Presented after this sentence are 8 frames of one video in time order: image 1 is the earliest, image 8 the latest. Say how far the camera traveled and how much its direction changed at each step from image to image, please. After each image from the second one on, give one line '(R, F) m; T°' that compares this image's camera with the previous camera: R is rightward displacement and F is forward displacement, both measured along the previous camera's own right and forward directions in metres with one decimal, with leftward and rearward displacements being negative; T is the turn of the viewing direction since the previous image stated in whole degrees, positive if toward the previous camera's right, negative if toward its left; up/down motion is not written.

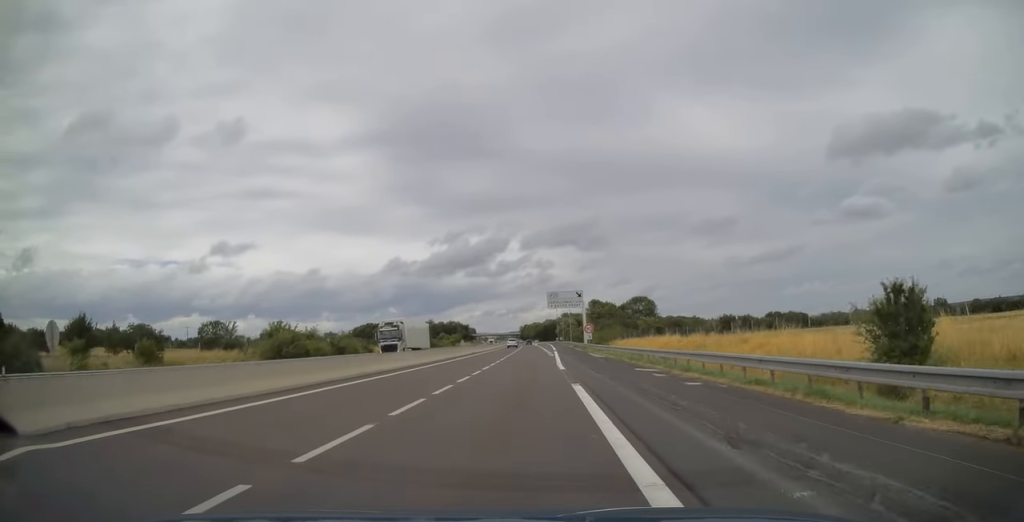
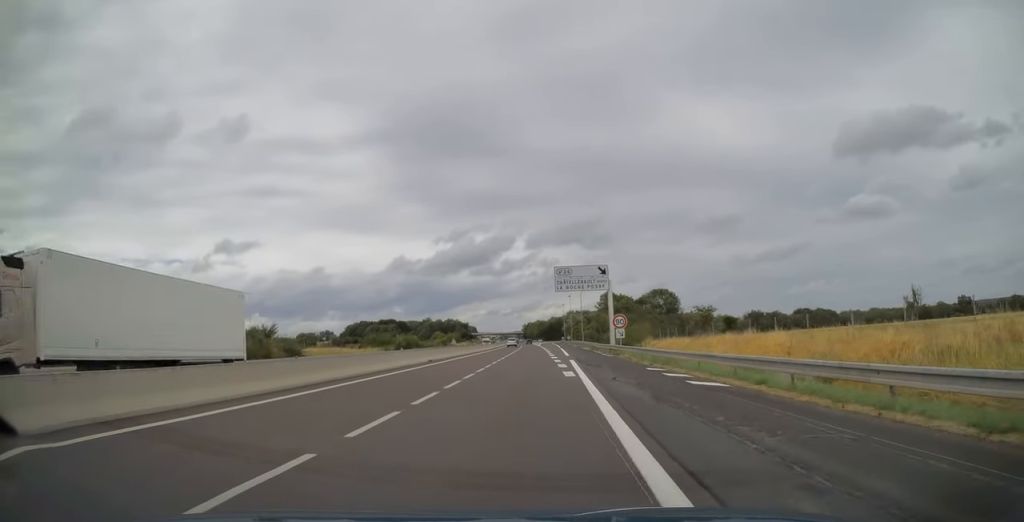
(-0.1, +28.9) m; 0°
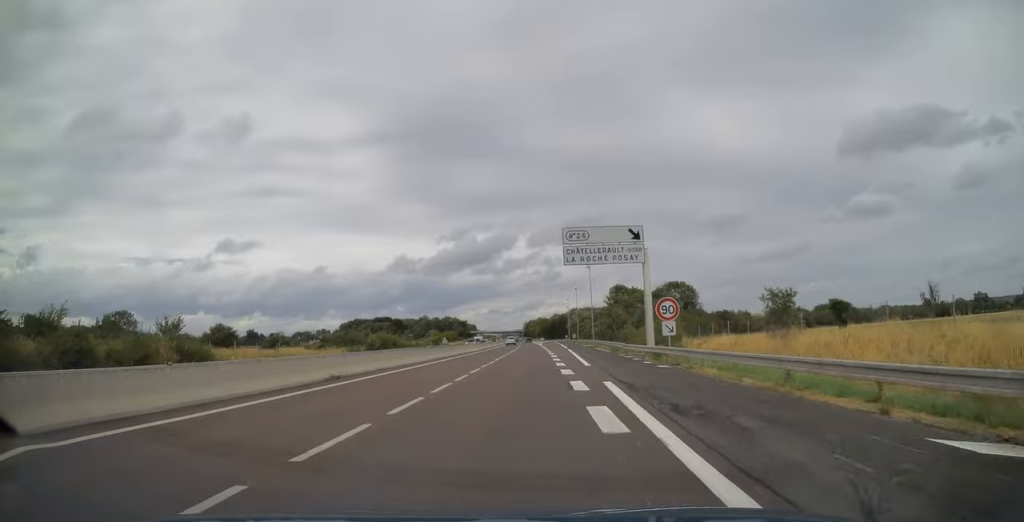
(-0.1, +19.3) m; 0°
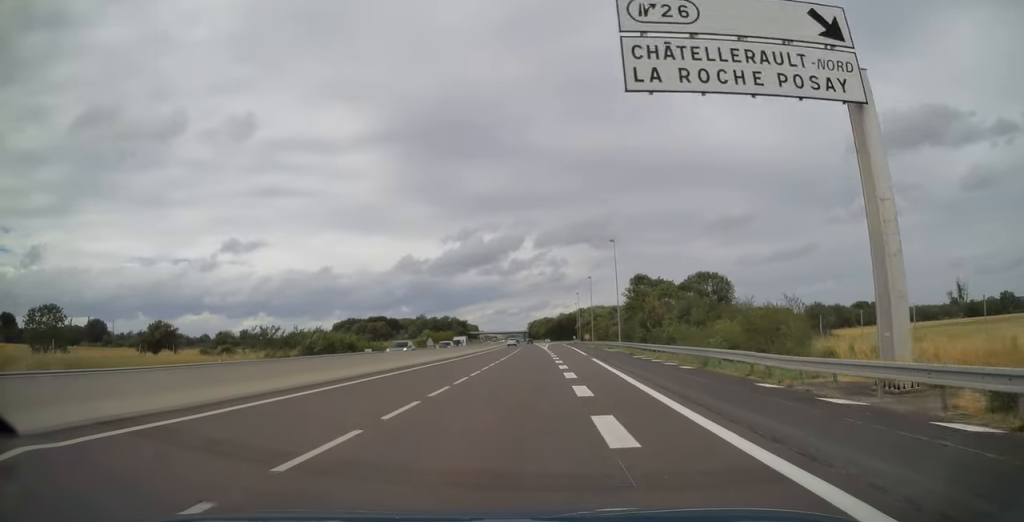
(0.0, +26.7) m; 0°
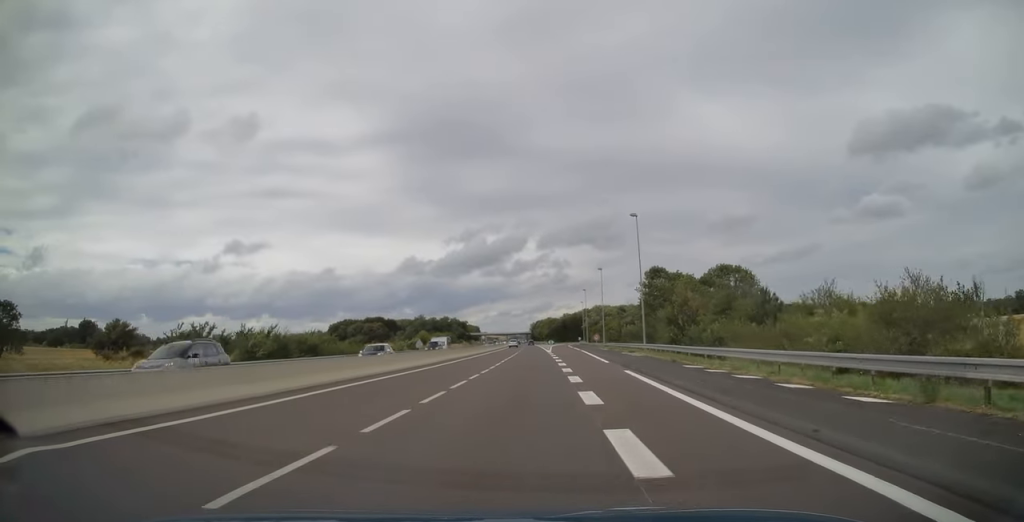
(0.0, +14.5) m; 0°
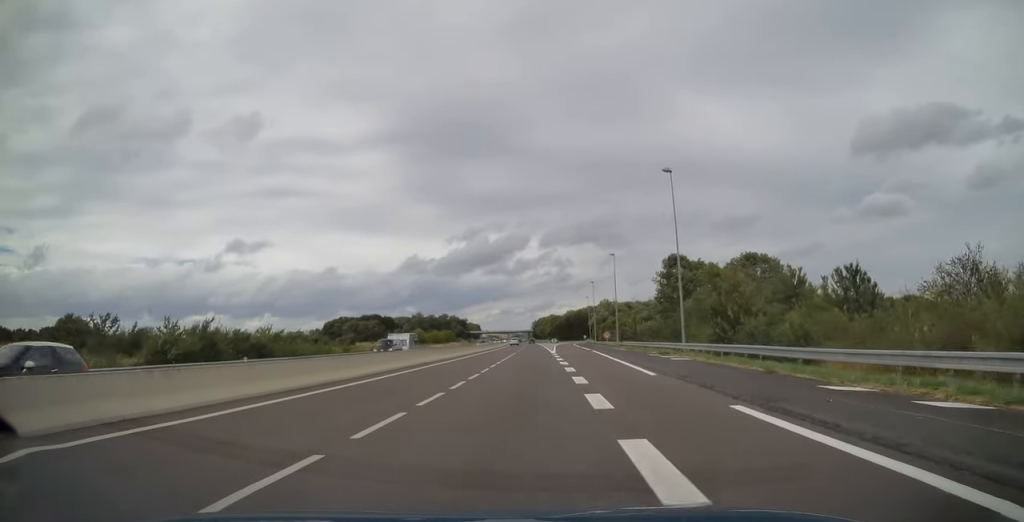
(-0.1, +14.0) m; 0°
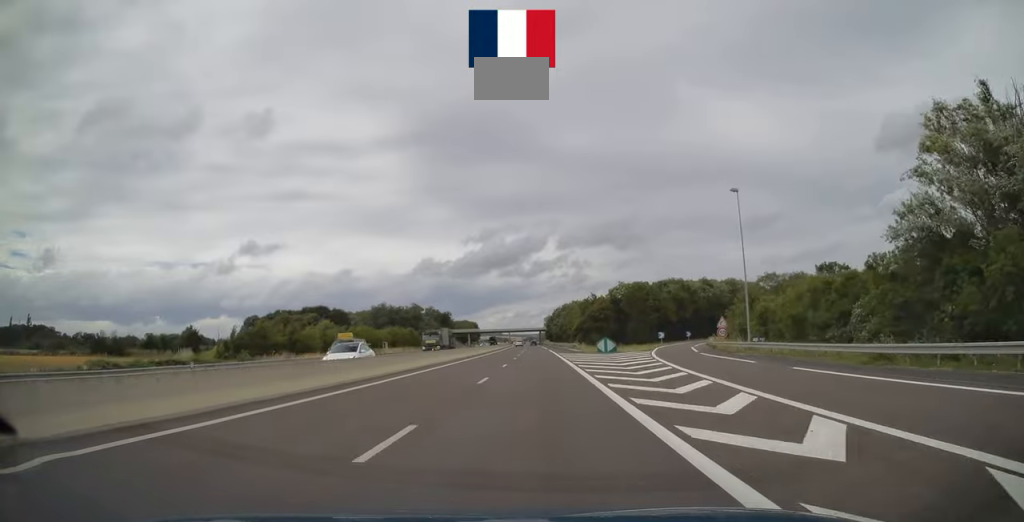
(-1.8, +115.9) m; -1°
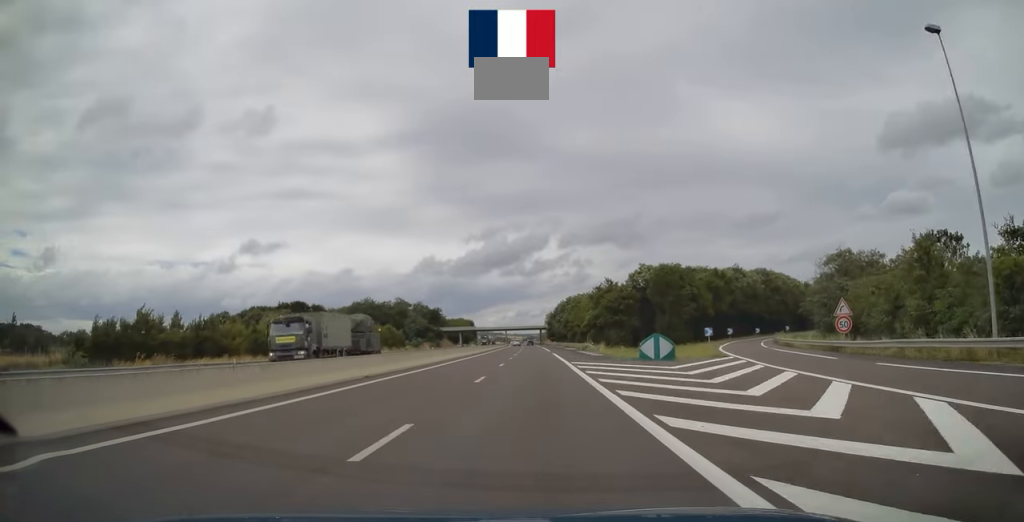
(0.0, +26.3) m; 0°
